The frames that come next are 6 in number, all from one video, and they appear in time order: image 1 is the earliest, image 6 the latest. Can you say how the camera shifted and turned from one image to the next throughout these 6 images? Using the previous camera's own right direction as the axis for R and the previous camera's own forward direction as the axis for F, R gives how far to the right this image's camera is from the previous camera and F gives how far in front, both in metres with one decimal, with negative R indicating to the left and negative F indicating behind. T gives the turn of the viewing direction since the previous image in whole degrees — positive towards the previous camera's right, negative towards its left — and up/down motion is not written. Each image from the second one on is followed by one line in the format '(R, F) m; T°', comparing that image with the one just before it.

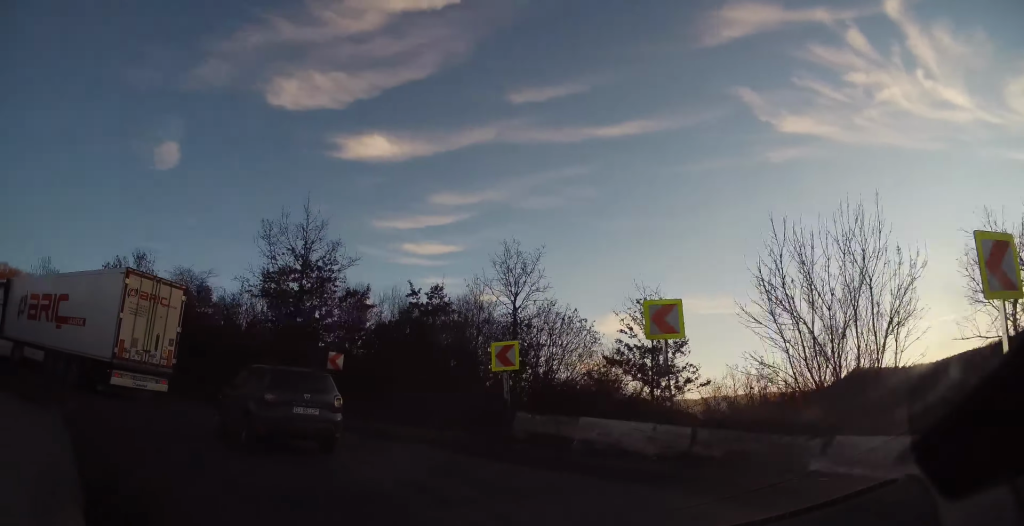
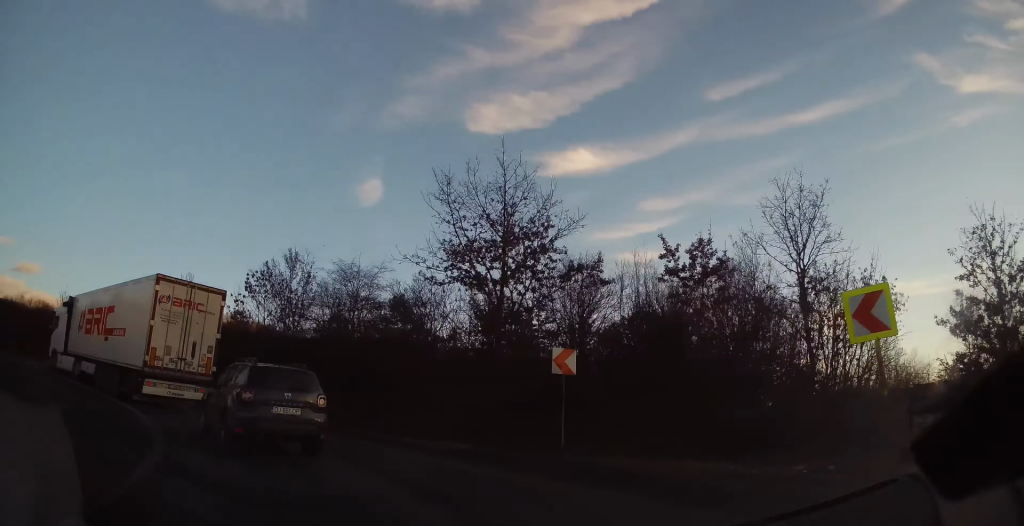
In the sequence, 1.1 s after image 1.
(-1.4, +7.7) m; -22°
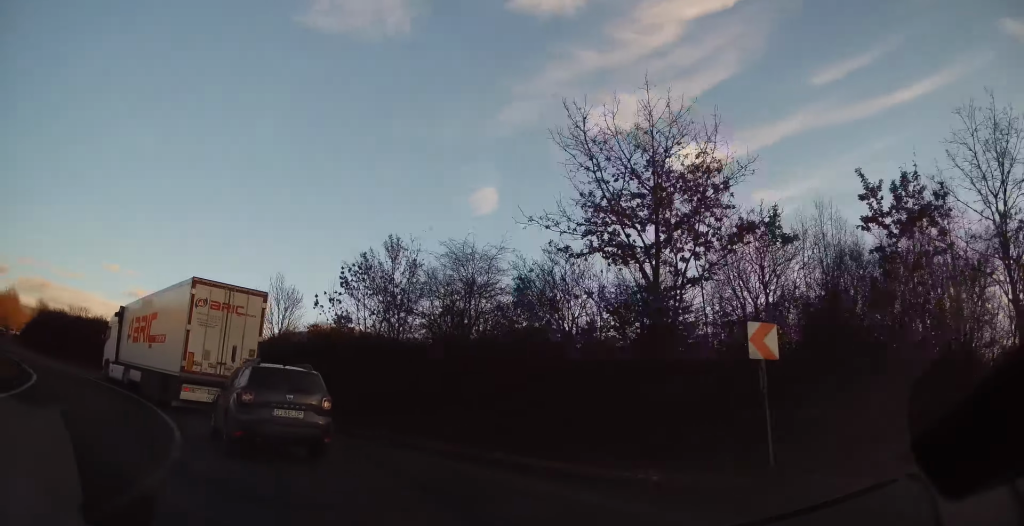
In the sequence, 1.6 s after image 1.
(-0.5, +4.1) m; -14°
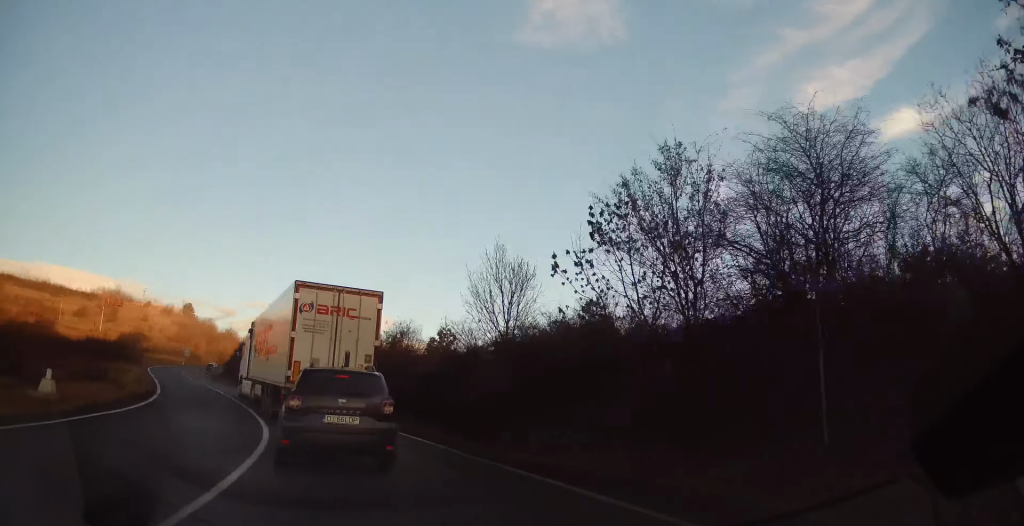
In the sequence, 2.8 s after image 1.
(-2.0, +8.0) m; -23°
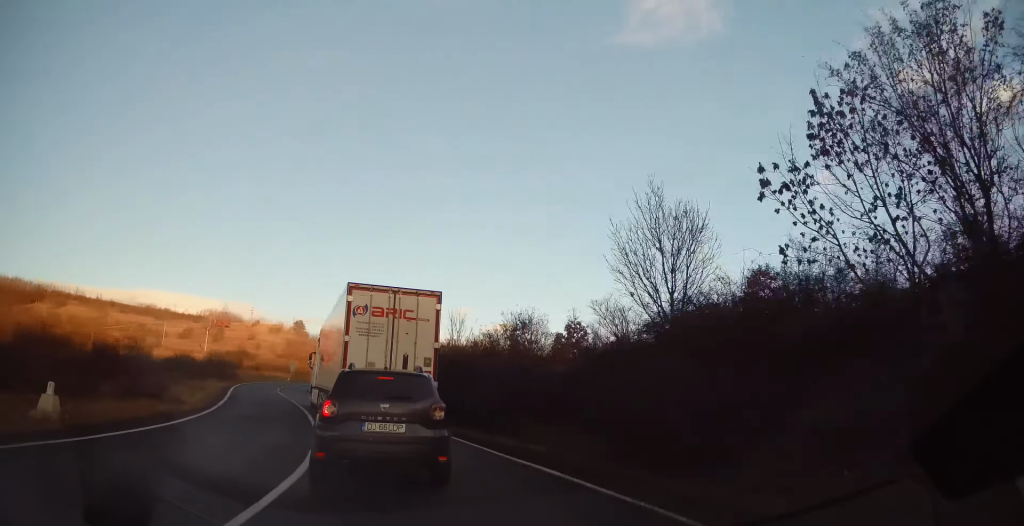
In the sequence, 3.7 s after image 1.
(-0.5, +5.2) m; -5°
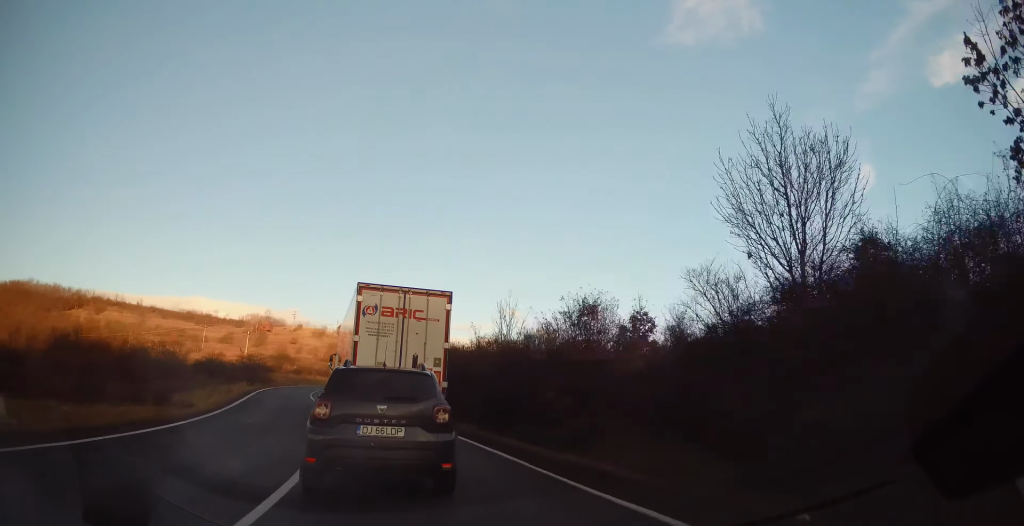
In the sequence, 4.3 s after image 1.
(-0.1, +3.6) m; -3°
